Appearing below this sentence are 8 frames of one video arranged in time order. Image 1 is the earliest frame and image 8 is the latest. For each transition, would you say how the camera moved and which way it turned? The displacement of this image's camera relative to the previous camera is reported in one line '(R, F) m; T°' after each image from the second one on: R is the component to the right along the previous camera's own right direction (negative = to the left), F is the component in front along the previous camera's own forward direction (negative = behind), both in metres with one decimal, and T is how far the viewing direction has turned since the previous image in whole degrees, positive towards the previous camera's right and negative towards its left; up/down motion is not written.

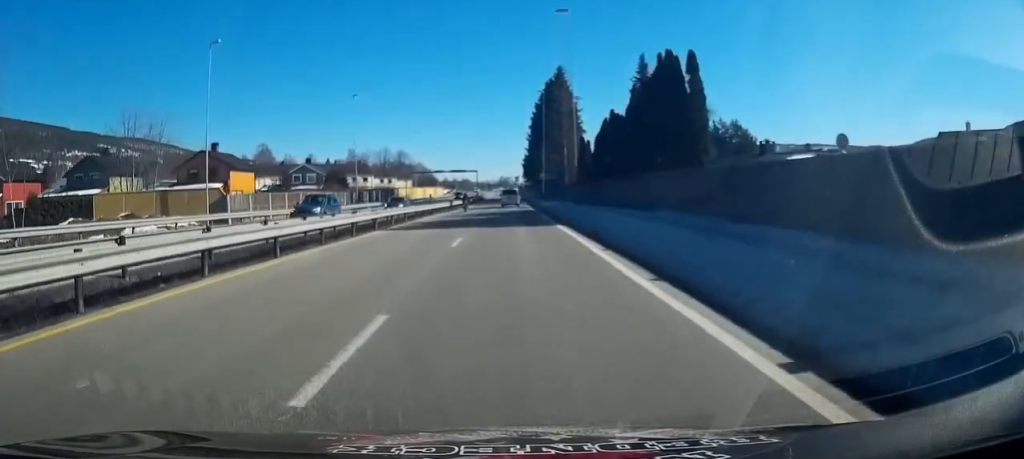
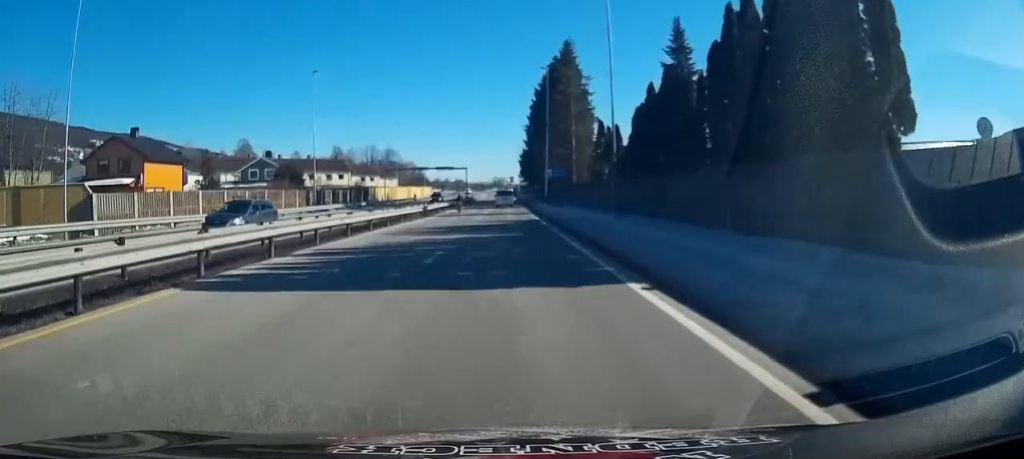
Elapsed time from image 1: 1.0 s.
(+0.3, +15.5) m; 0°
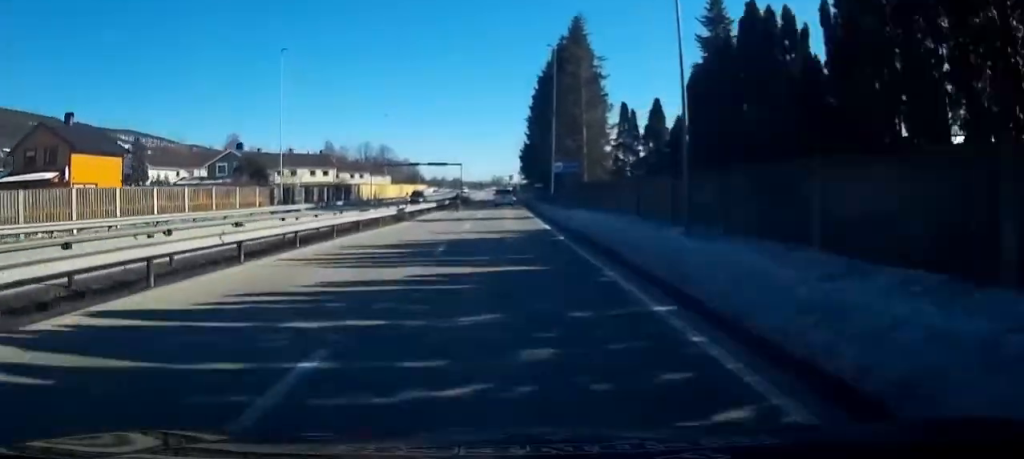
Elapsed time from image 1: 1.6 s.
(-0.2, +9.7) m; -1°
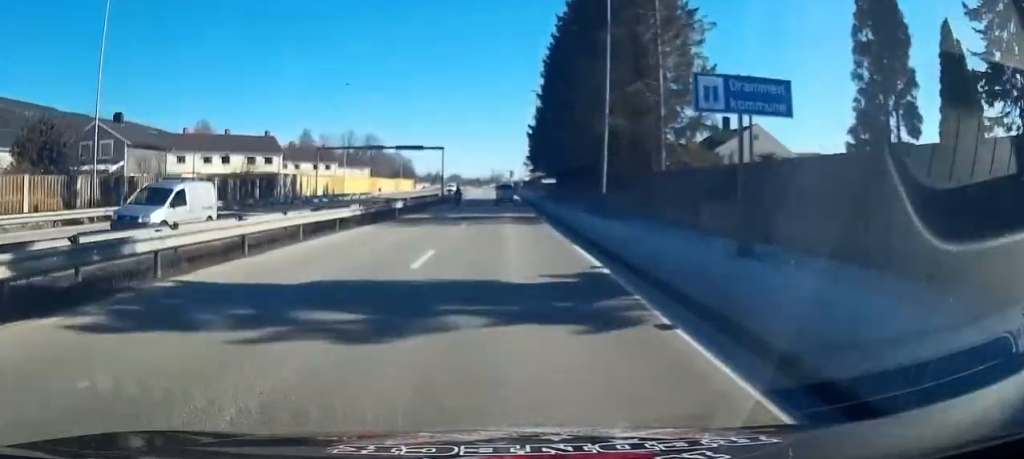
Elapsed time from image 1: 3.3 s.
(-0.1, +27.7) m; 0°
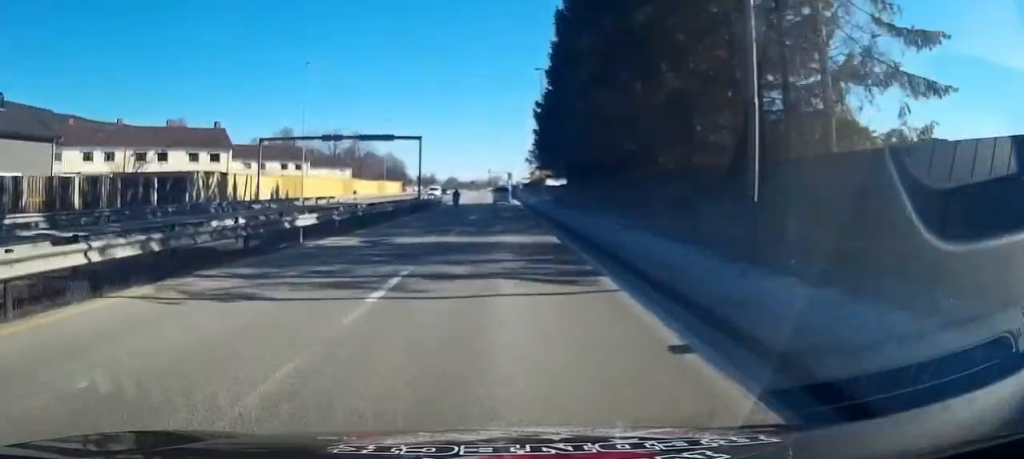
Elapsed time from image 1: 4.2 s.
(+0.1, +16.0) m; -1°
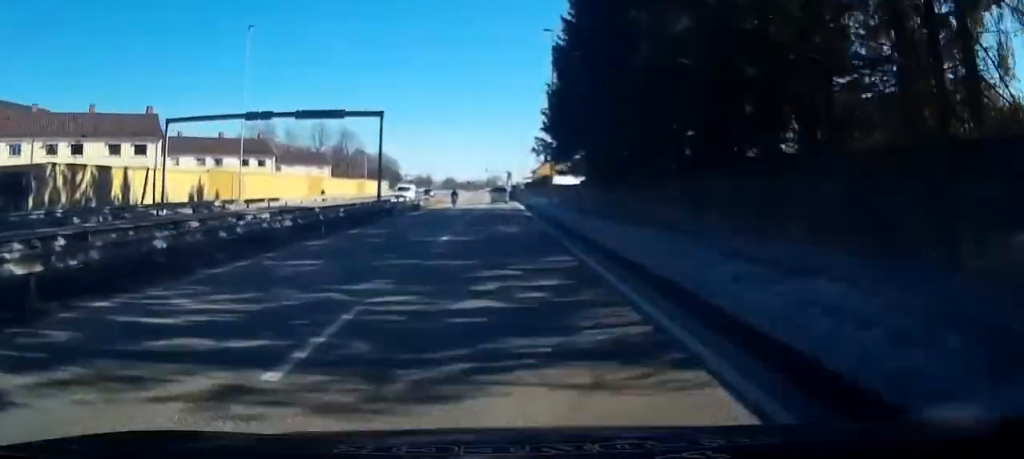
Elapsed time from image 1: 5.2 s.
(-0.3, +15.7) m; -1°
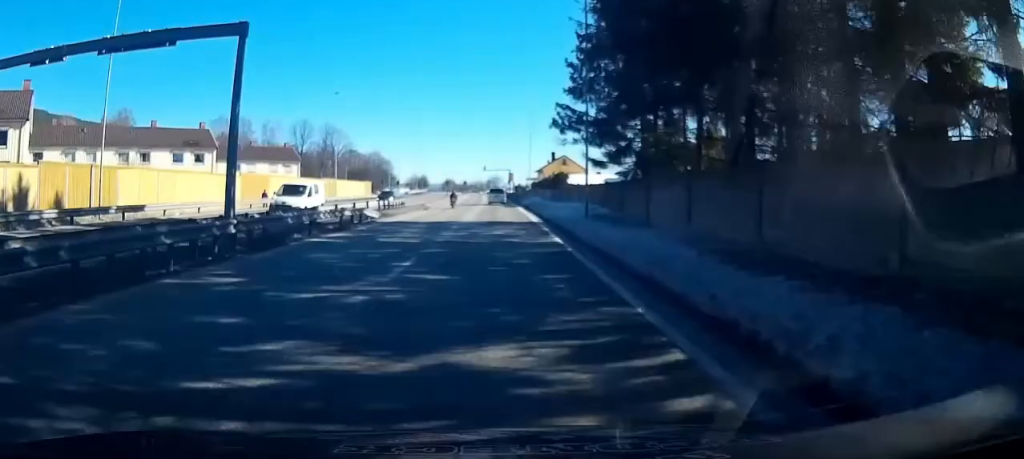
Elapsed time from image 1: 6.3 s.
(+0.2, +19.4) m; +1°
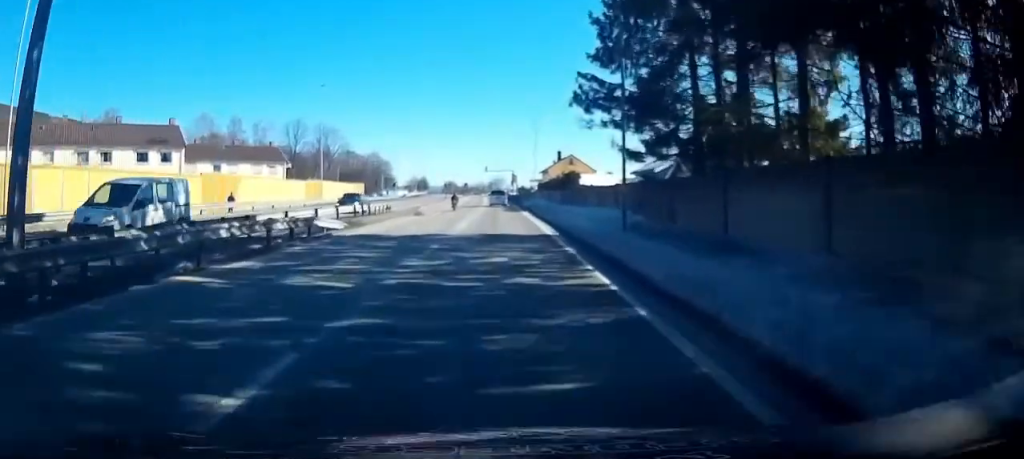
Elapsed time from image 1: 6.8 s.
(+0.1, +8.2) m; +1°
